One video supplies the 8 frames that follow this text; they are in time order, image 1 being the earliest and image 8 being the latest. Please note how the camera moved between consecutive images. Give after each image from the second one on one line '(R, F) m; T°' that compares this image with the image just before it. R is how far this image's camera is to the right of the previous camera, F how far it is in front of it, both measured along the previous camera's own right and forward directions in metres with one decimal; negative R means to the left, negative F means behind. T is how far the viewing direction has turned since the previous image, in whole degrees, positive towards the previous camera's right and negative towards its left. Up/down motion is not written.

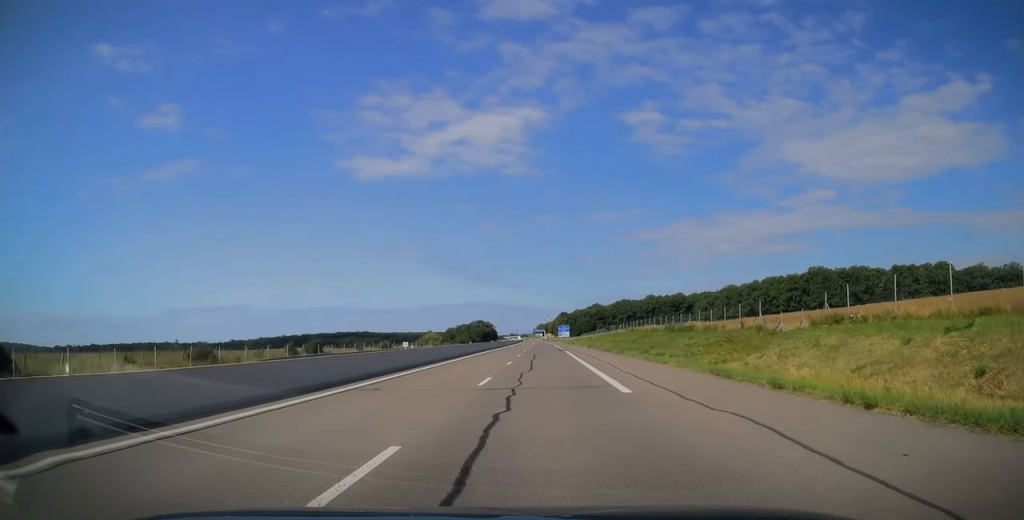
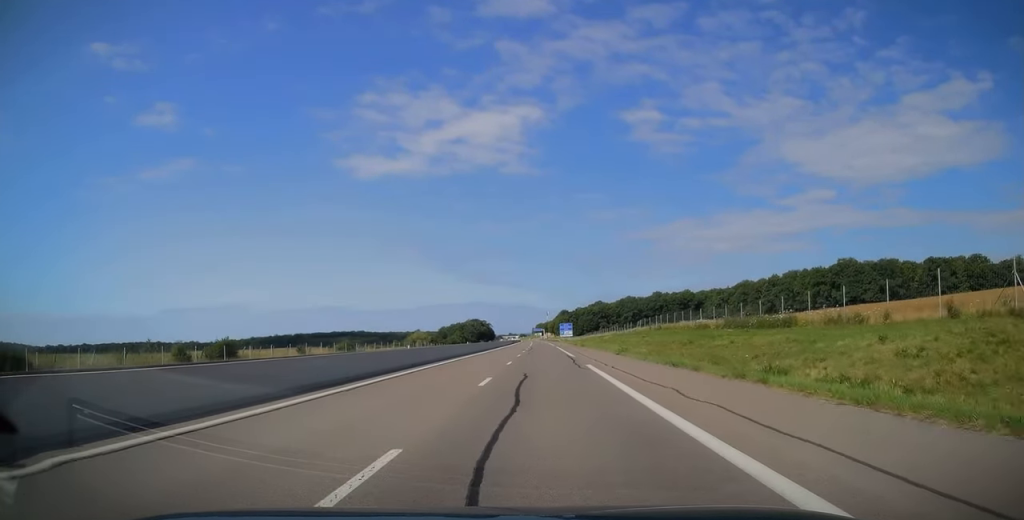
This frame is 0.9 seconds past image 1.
(0.0, +25.6) m; +1°
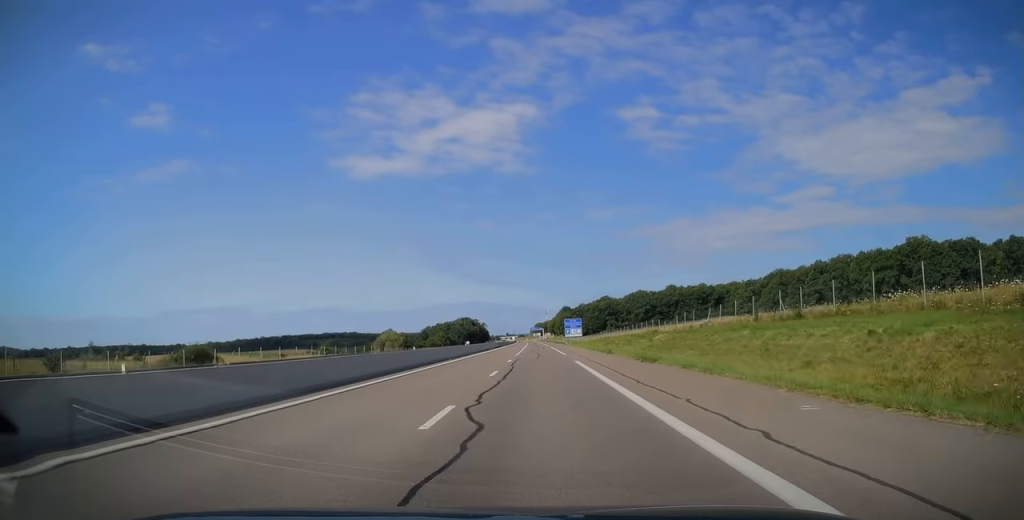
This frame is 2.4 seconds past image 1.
(+0.2, +45.6) m; 0°
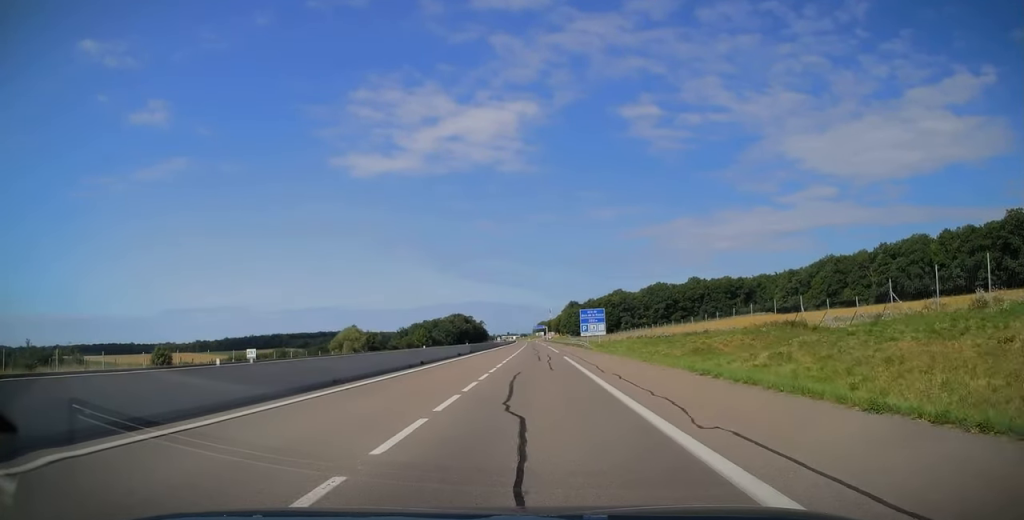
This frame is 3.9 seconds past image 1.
(-0.3, +44.2) m; 0°
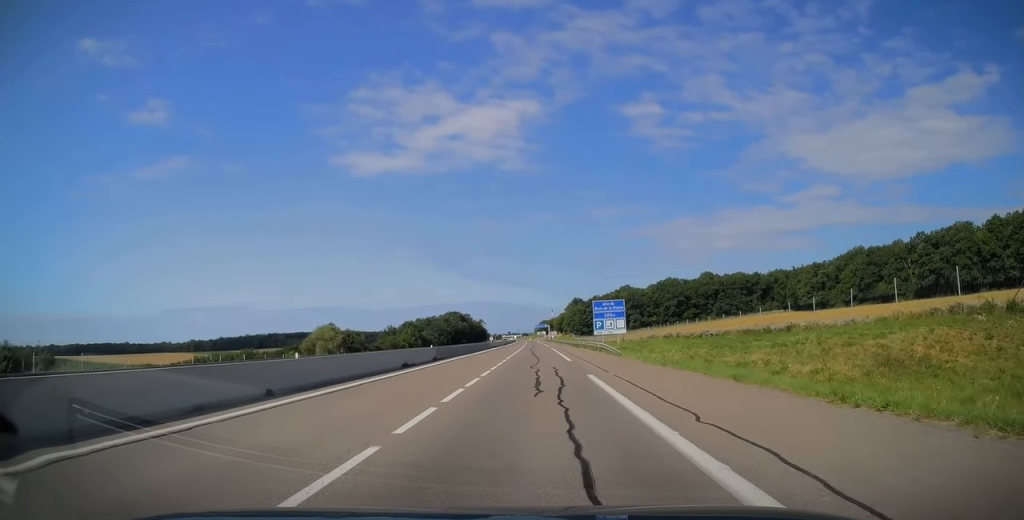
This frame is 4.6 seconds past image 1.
(0.0, +19.7) m; 0°
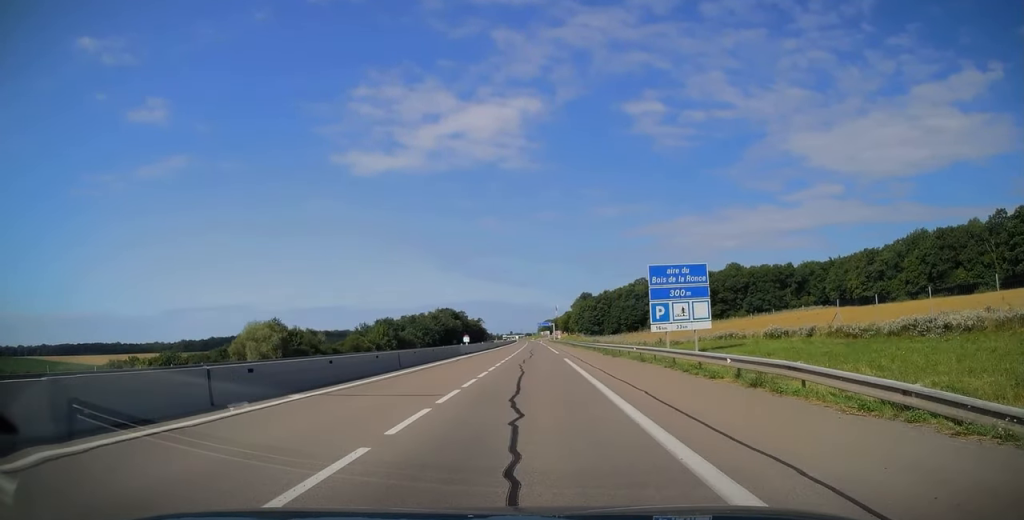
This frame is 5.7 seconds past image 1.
(0.0, +33.9) m; 0°
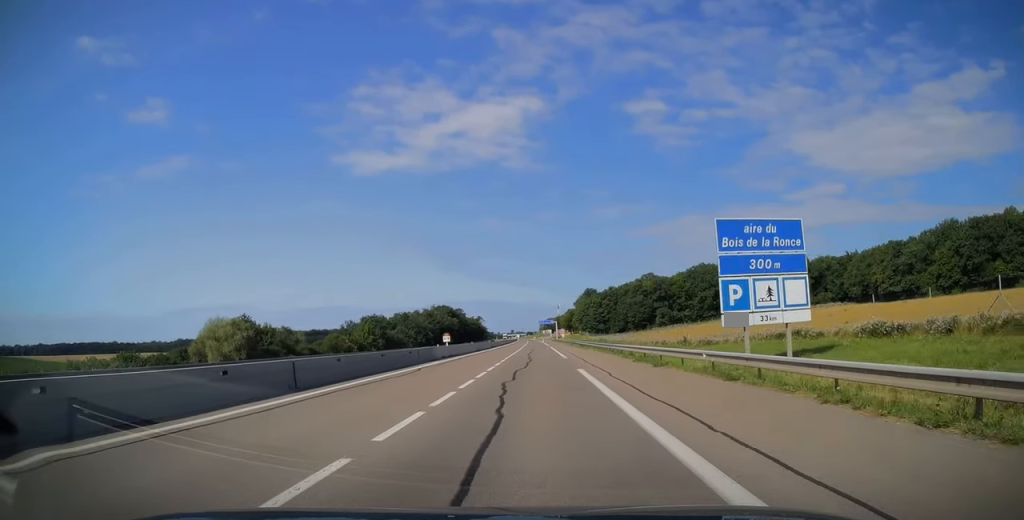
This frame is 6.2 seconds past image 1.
(0.0, +13.3) m; 0°
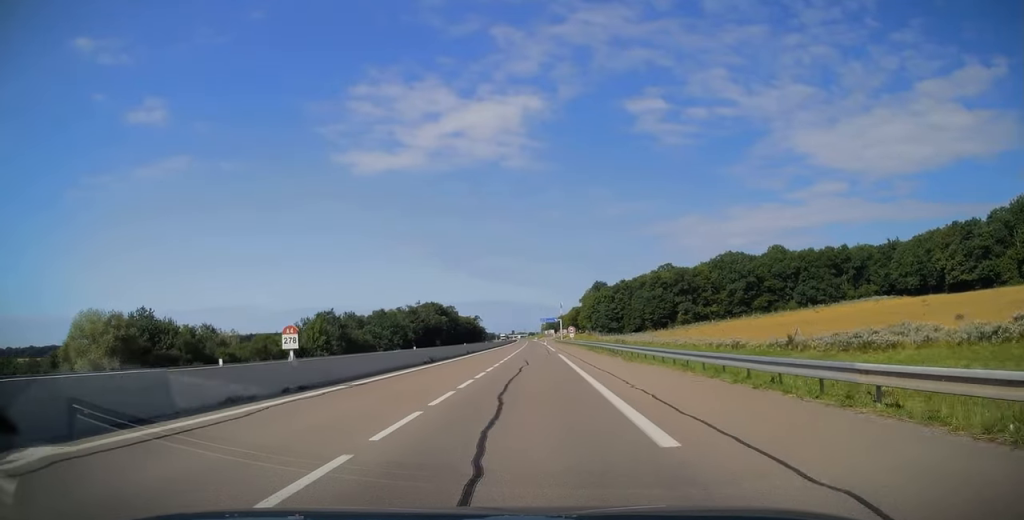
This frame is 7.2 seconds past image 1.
(-0.1, +29.5) m; -1°
